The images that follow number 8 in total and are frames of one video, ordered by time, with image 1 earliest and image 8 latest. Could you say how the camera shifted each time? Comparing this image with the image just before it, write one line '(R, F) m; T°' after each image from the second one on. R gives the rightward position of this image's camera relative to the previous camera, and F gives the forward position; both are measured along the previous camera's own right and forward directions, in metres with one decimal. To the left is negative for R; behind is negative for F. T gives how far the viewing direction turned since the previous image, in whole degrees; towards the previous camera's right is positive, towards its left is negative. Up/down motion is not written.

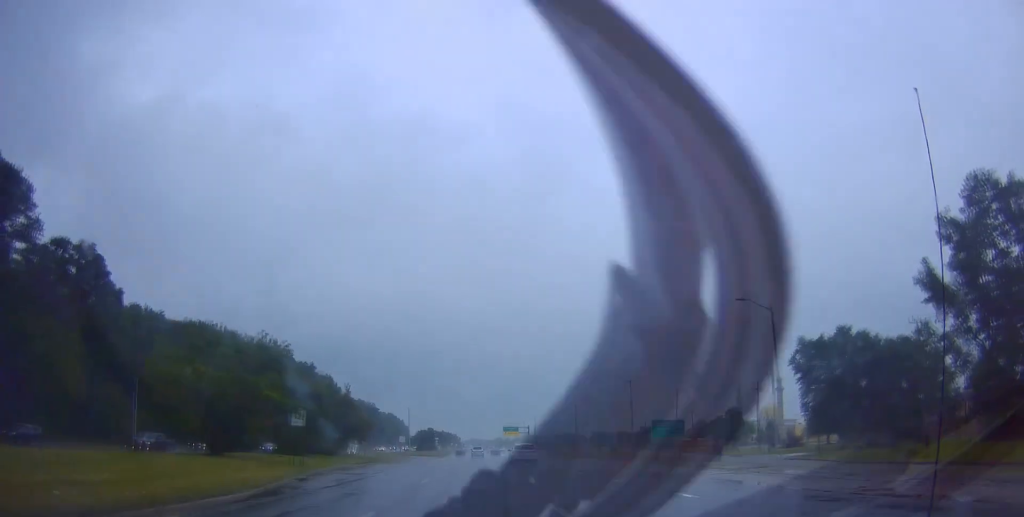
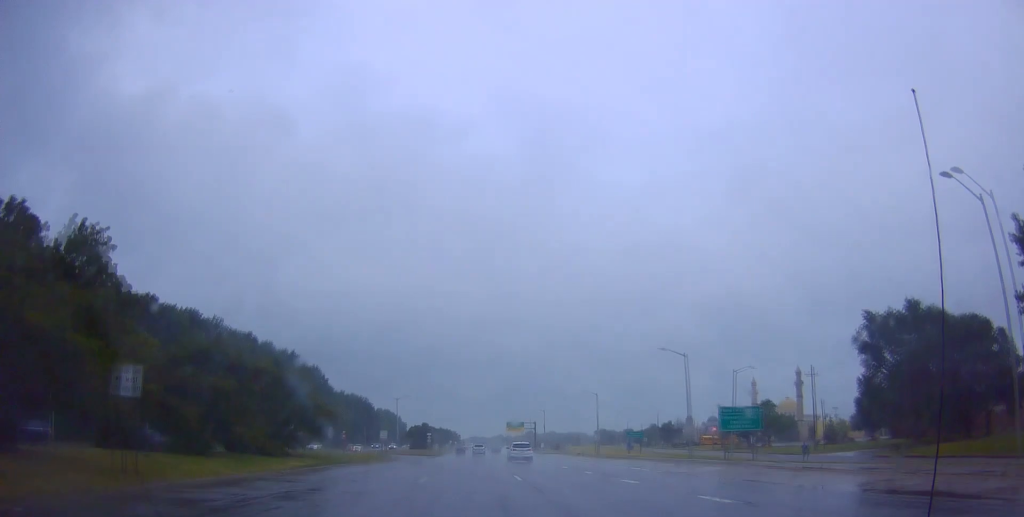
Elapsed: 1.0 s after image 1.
(0.0, +18.1) m; 0°
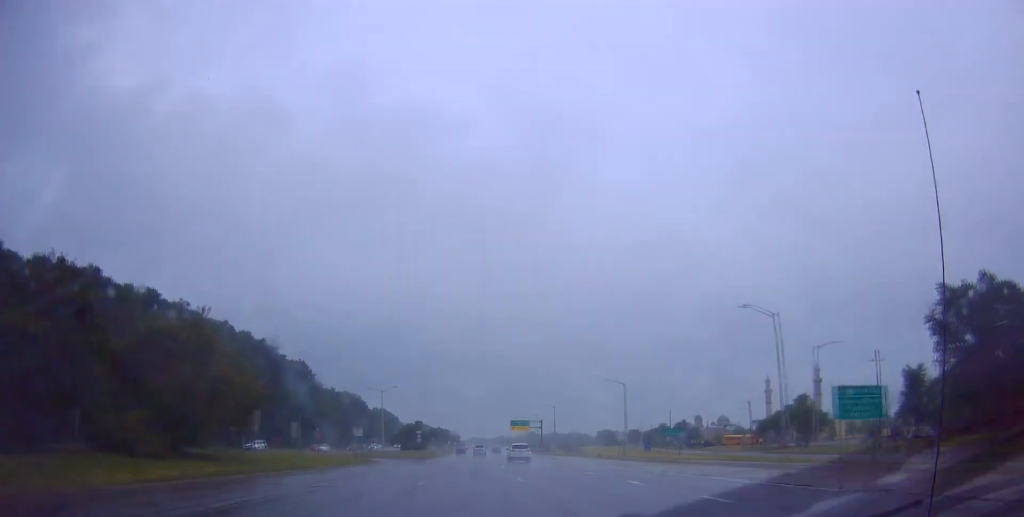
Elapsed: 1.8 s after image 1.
(0.0, +16.0) m; 0°
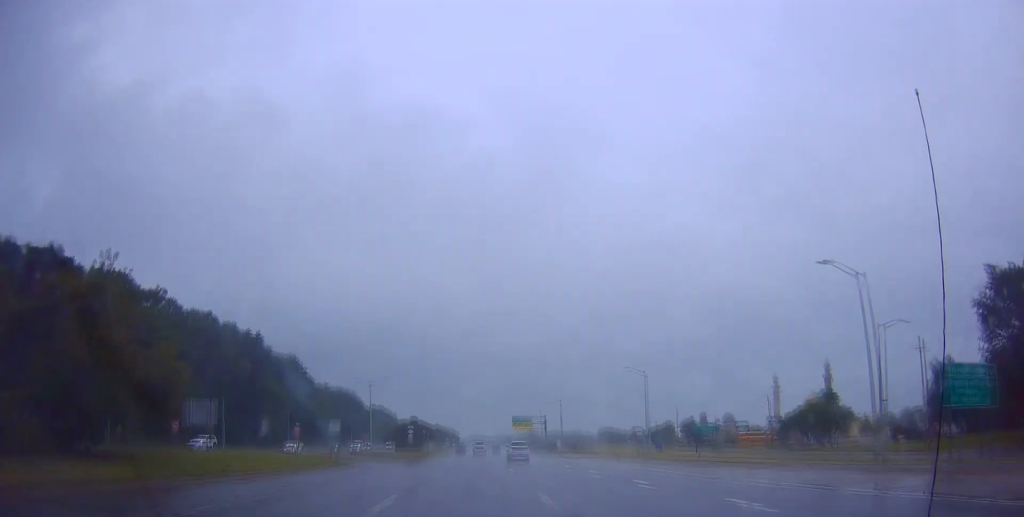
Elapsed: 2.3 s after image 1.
(0.0, +9.0) m; 0°
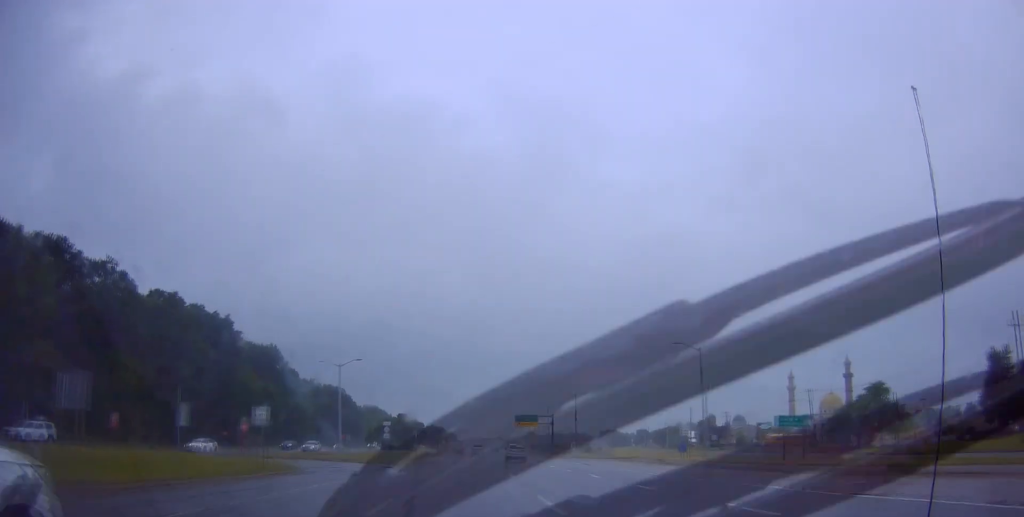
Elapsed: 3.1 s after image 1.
(0.0, +16.5) m; -1°
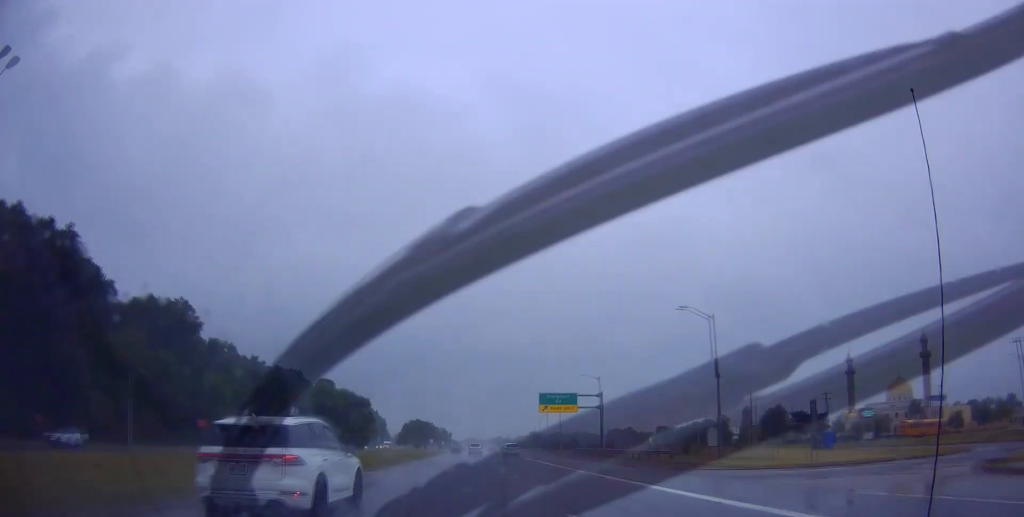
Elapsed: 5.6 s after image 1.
(-0.3, +50.4) m; 0°
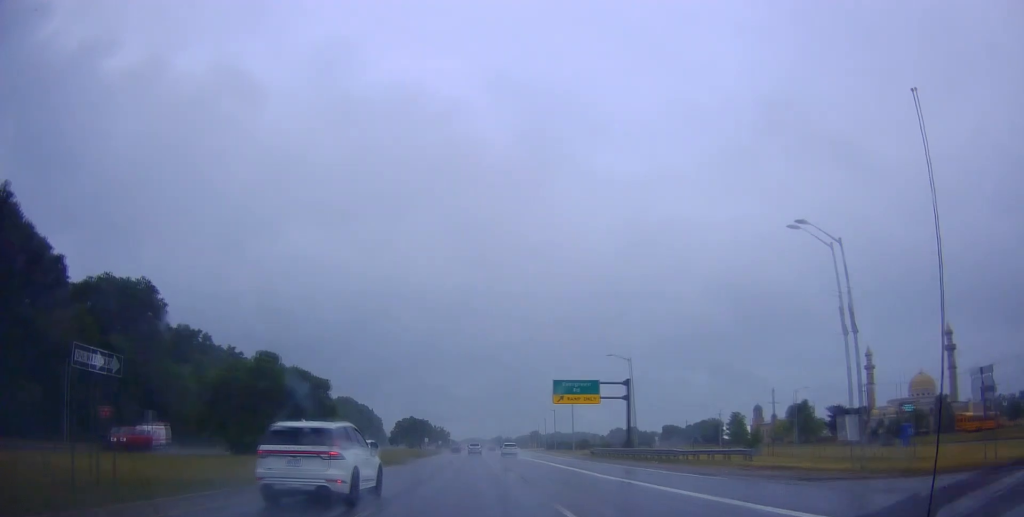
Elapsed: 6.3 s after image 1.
(-0.3, +14.0) m; 0°
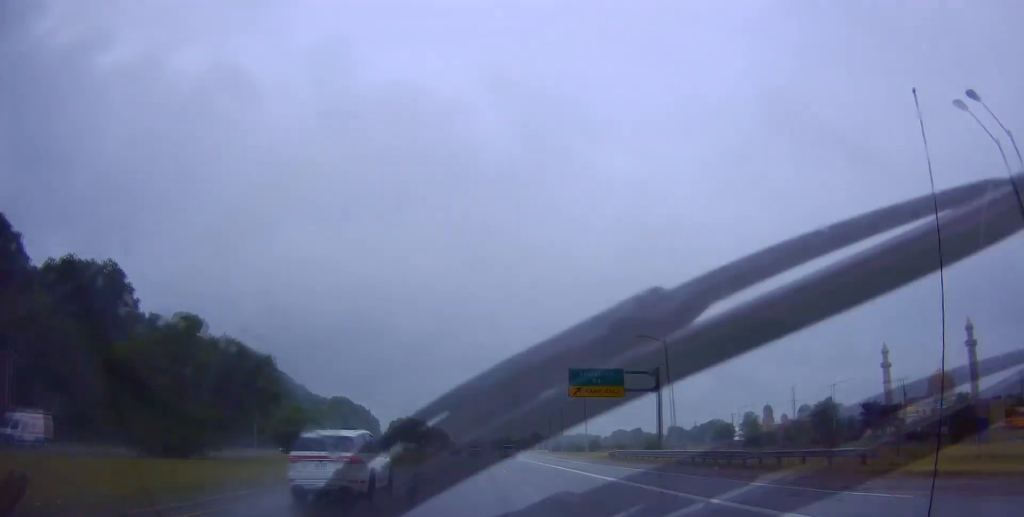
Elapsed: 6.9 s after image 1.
(+0.3, +10.8) m; 0°
